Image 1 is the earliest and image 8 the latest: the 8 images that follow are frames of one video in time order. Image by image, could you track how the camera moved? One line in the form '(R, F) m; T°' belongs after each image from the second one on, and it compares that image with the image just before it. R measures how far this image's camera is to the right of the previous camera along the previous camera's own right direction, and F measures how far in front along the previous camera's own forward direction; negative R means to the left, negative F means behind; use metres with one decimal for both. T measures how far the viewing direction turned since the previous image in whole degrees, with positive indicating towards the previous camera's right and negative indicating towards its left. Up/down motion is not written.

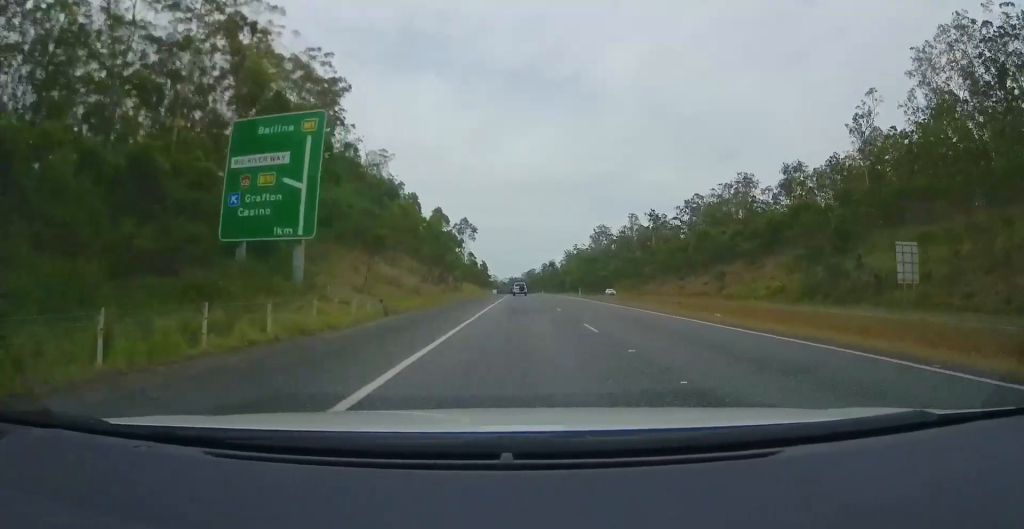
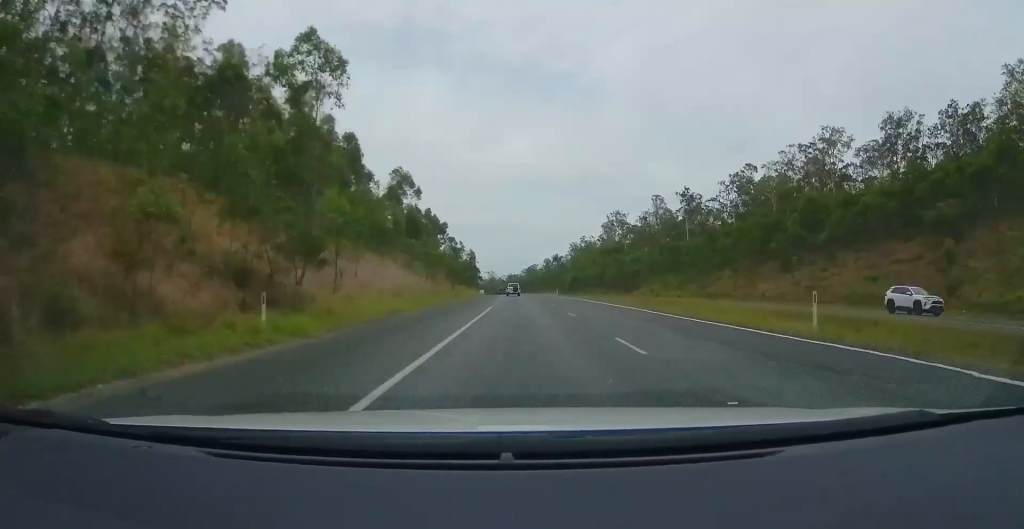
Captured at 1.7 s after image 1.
(-0.2, +51.9) m; 0°
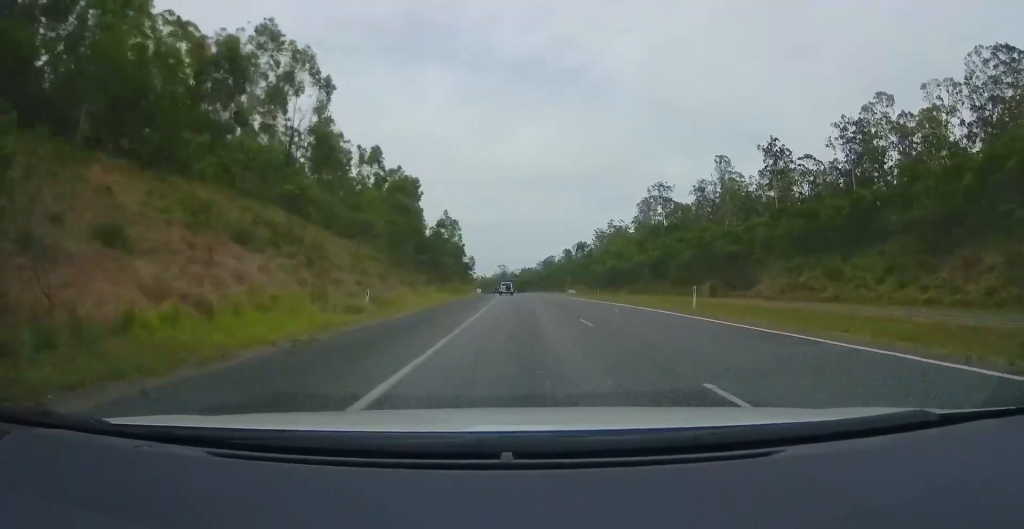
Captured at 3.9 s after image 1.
(-1.3, +65.5) m; -2°
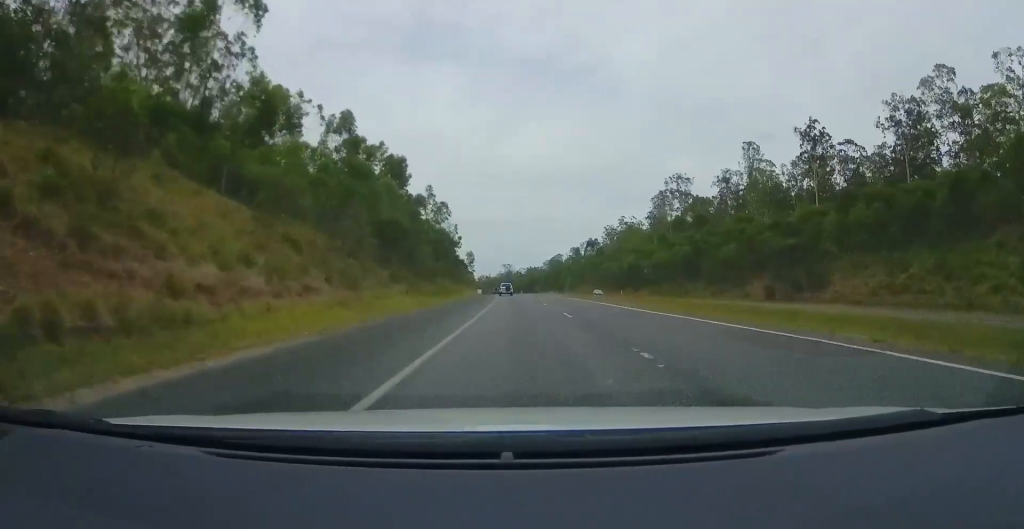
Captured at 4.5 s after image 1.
(0.0, +18.3) m; 0°
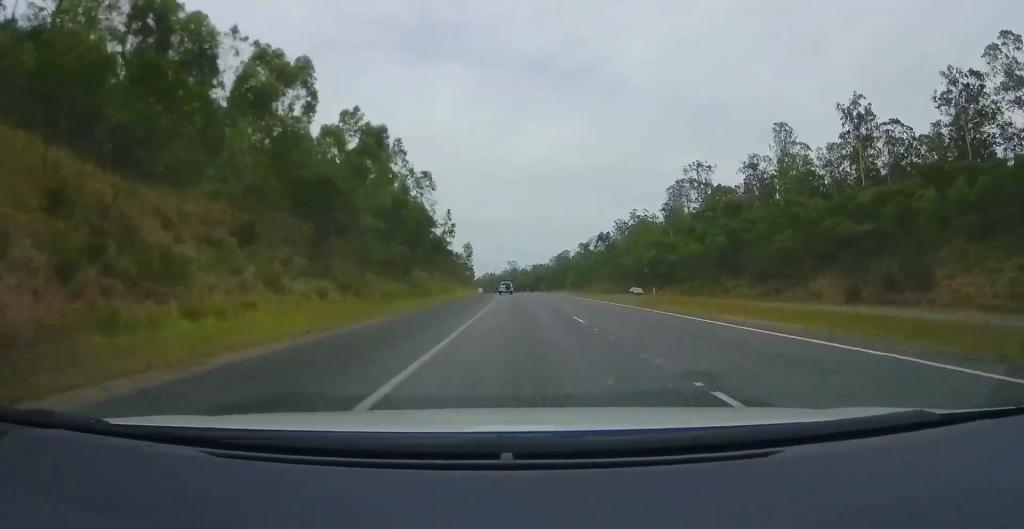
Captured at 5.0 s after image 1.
(+0.1, +17.1) m; 0°
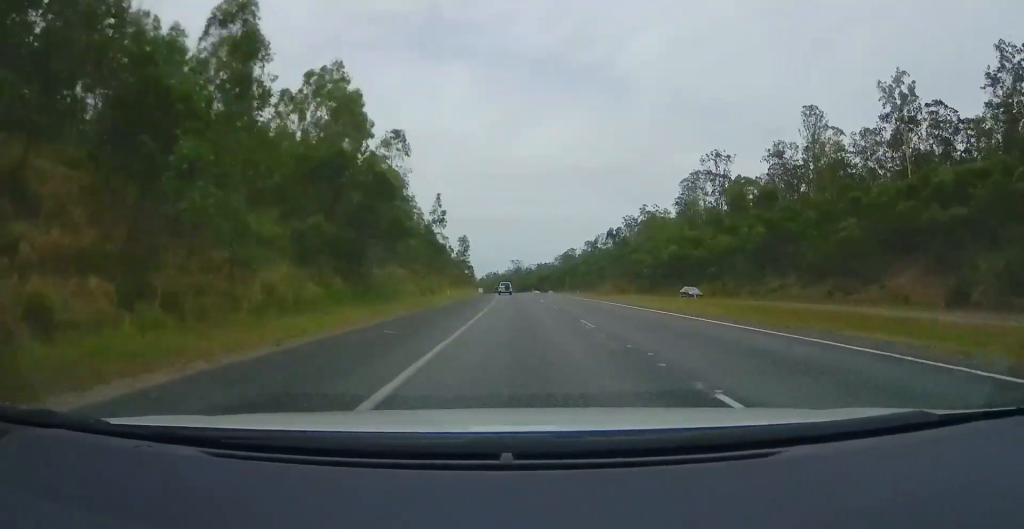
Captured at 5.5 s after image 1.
(-0.1, +14.5) m; 0°
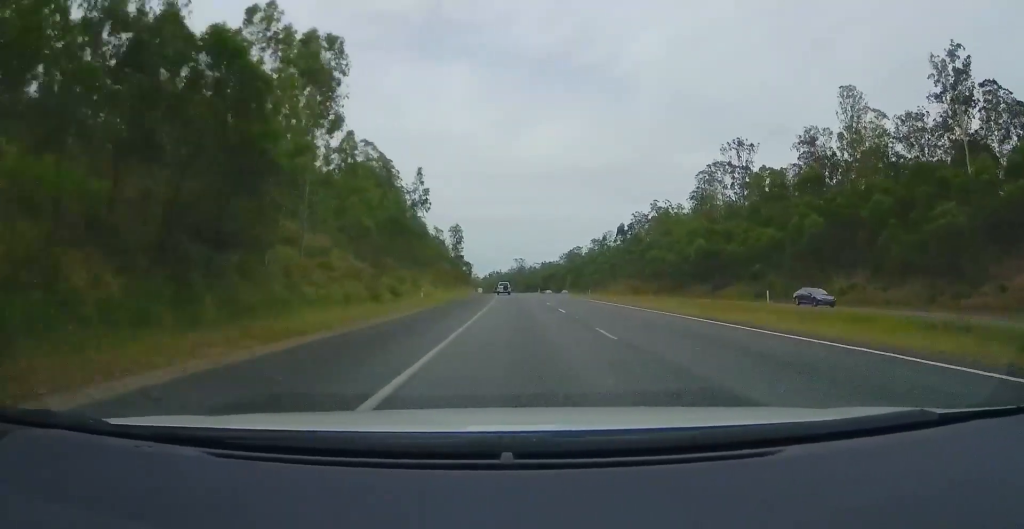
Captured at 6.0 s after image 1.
(-0.1, +14.5) m; 0°
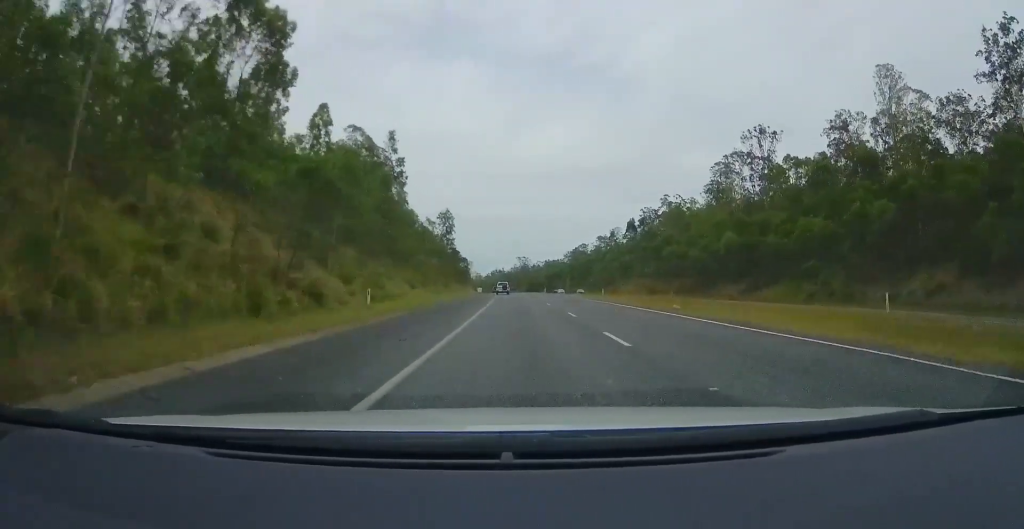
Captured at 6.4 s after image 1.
(0.0, +13.3) m; -1°
